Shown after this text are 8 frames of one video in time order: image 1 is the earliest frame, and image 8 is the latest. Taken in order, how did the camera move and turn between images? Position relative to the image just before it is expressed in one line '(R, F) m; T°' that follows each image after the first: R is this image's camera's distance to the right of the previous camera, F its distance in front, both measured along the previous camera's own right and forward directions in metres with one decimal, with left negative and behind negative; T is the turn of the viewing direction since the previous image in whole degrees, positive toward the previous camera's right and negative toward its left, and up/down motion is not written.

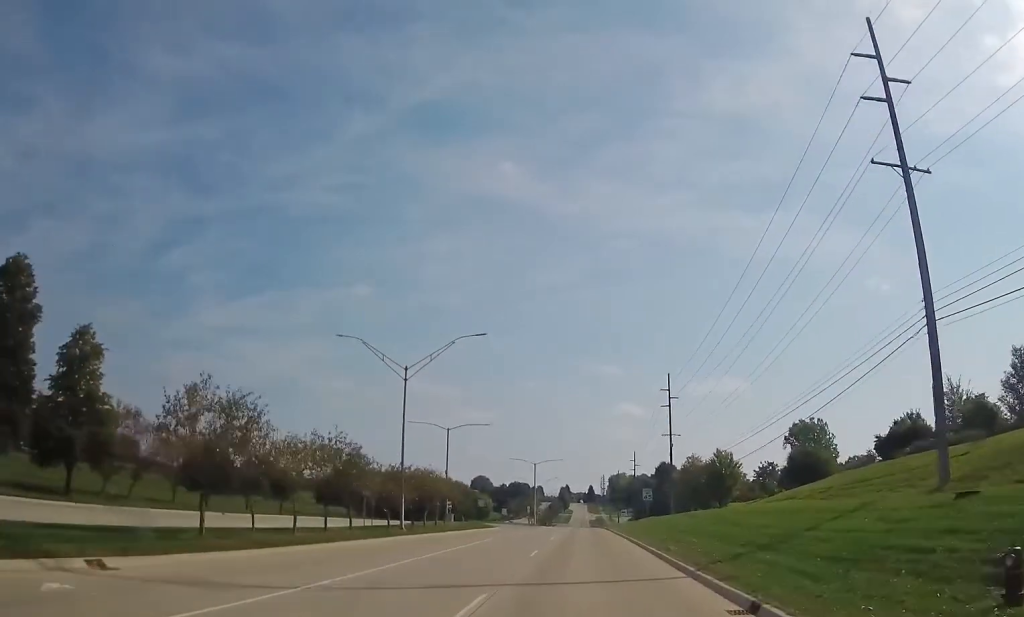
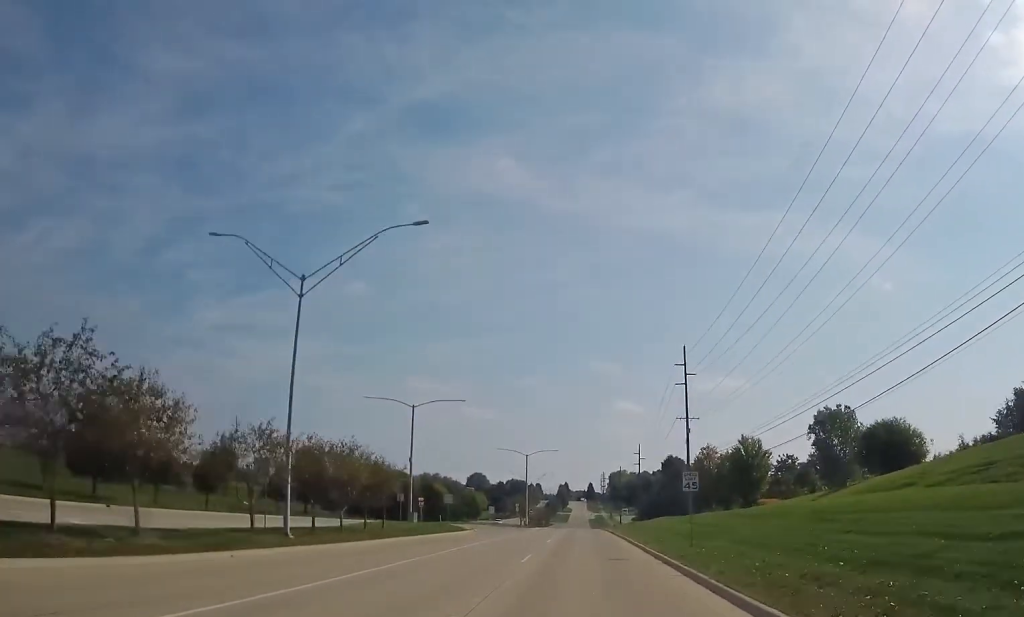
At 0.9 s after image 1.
(0.0, +17.7) m; 0°
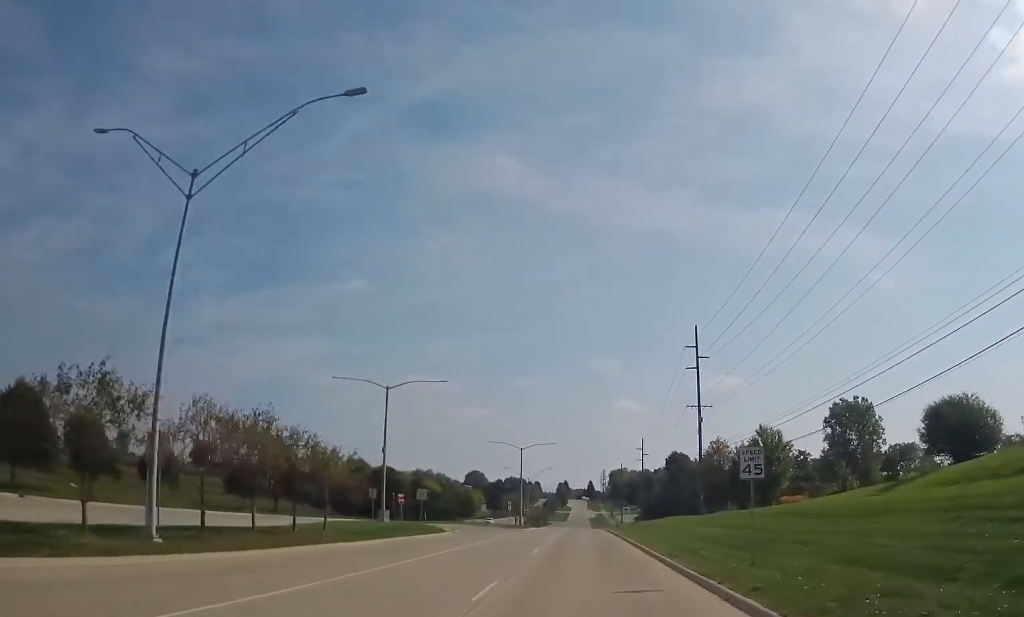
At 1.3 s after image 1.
(0.0, +9.4) m; 0°
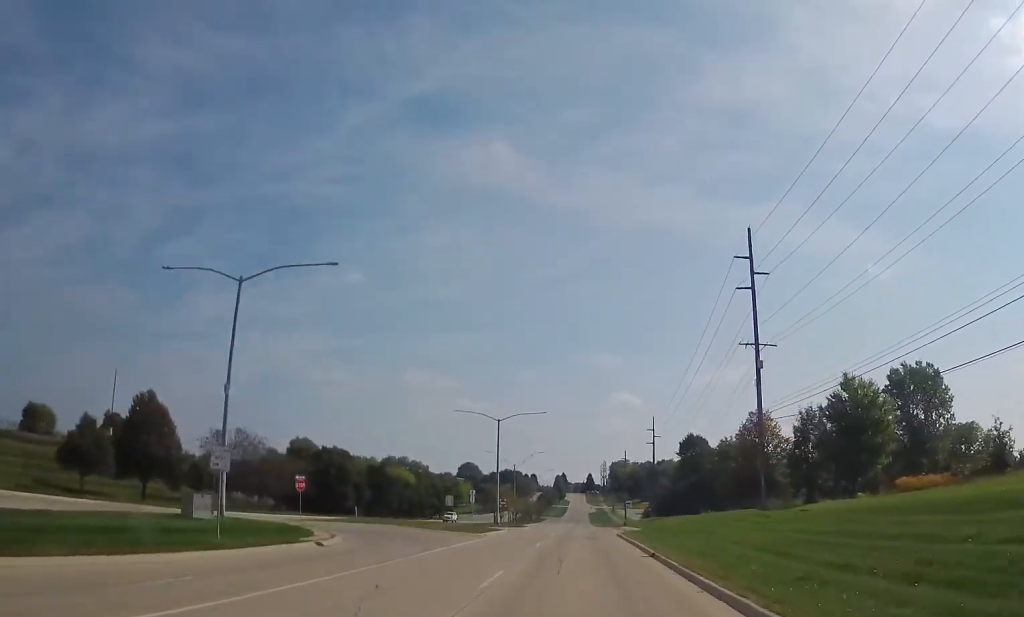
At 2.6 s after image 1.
(+0.1, +28.0) m; 0°
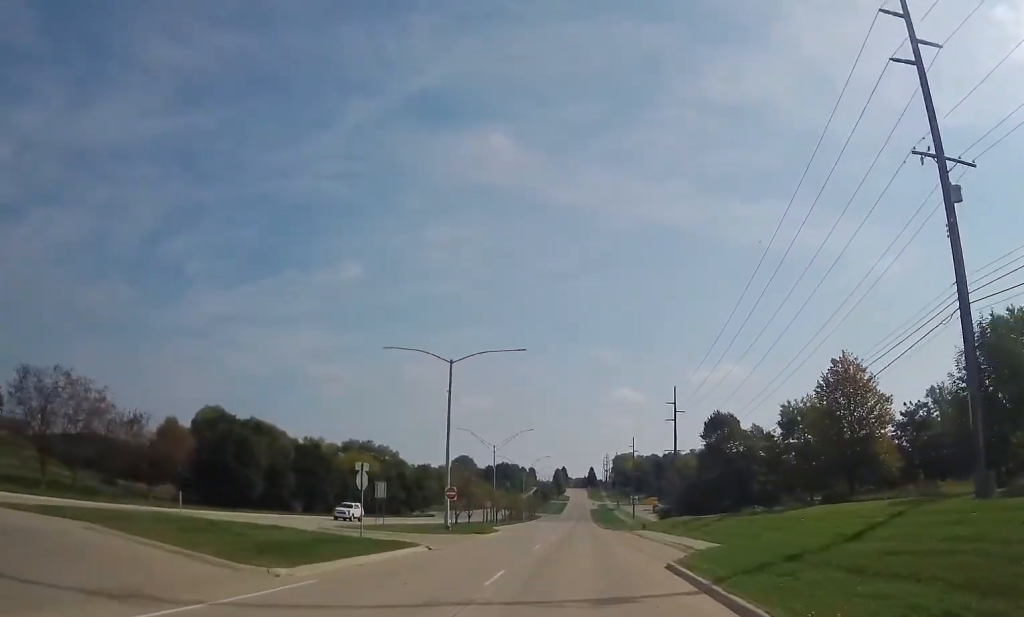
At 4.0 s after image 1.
(0.0, +30.0) m; +1°
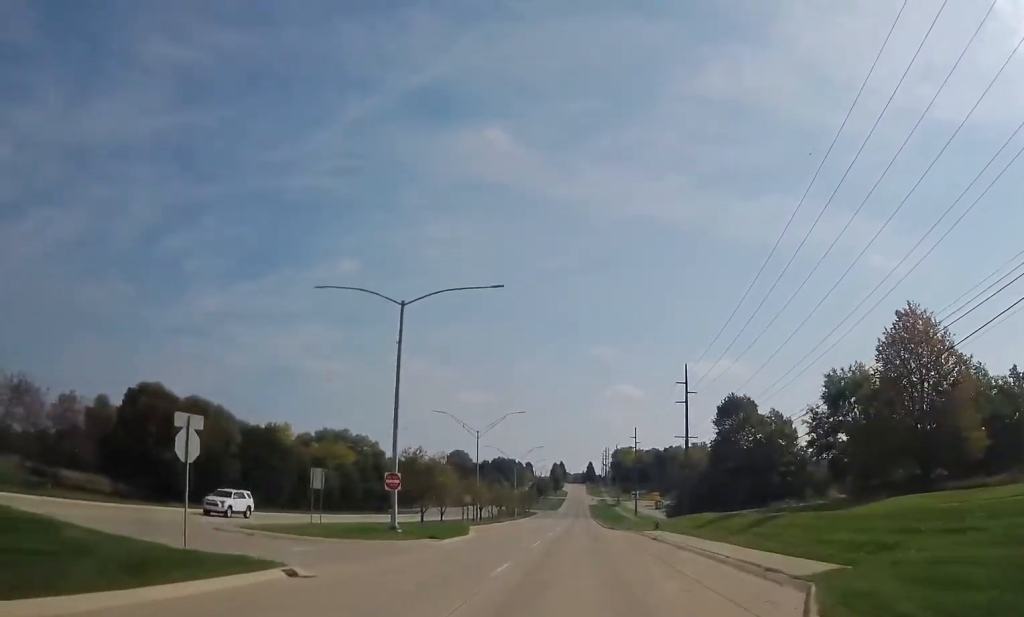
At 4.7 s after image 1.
(-0.1, +13.6) m; +1°
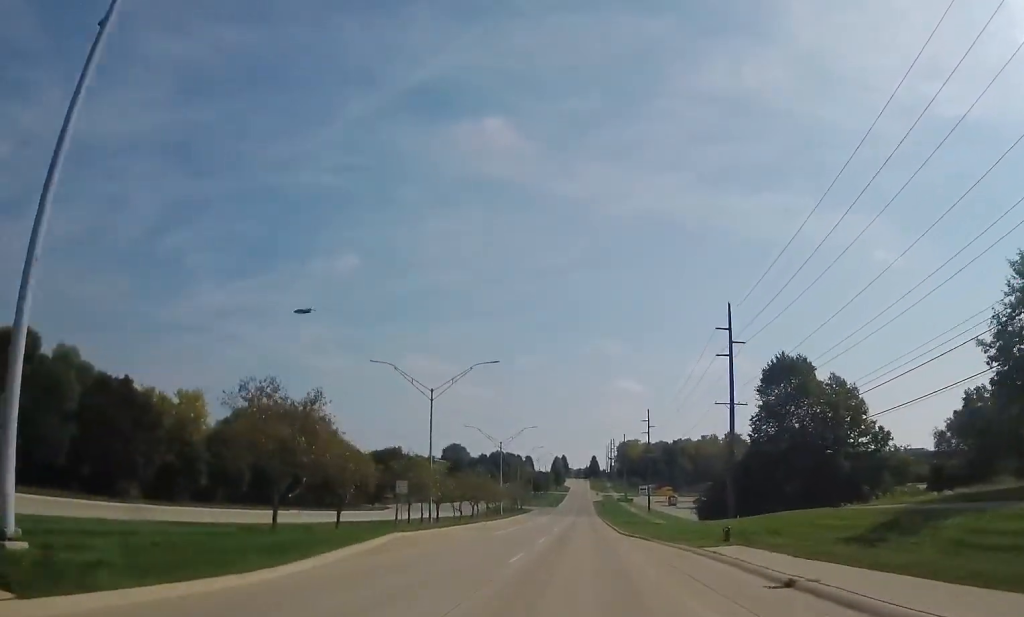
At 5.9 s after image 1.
(+0.3, +26.1) m; 0°
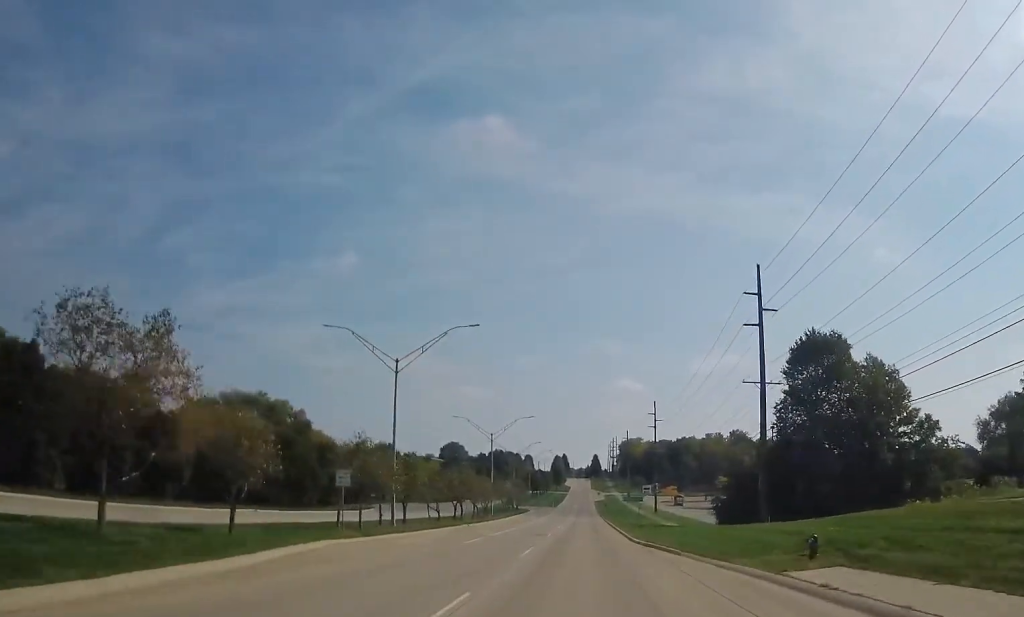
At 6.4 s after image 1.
(-0.2, +10.9) m; -1°
